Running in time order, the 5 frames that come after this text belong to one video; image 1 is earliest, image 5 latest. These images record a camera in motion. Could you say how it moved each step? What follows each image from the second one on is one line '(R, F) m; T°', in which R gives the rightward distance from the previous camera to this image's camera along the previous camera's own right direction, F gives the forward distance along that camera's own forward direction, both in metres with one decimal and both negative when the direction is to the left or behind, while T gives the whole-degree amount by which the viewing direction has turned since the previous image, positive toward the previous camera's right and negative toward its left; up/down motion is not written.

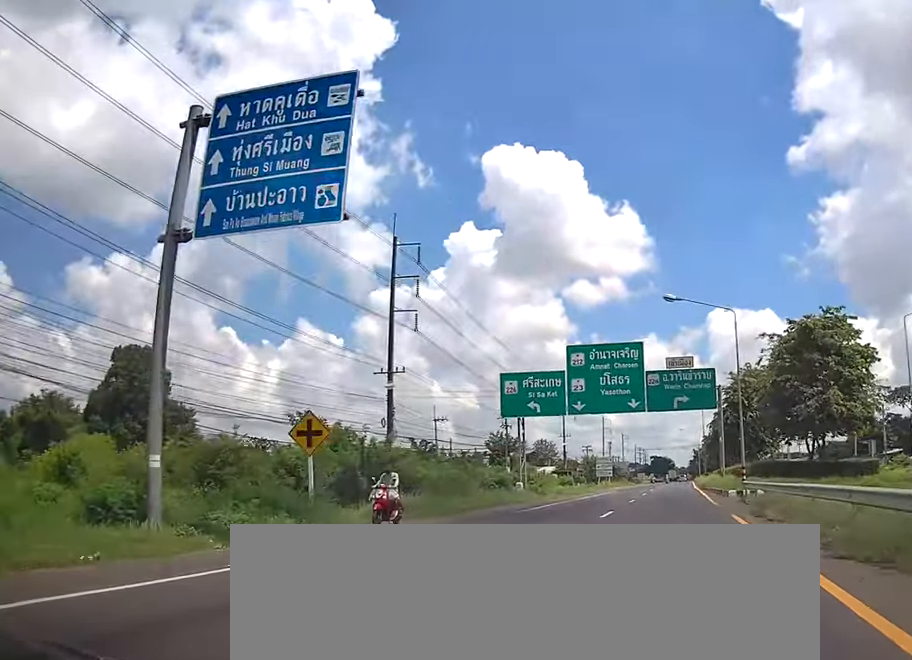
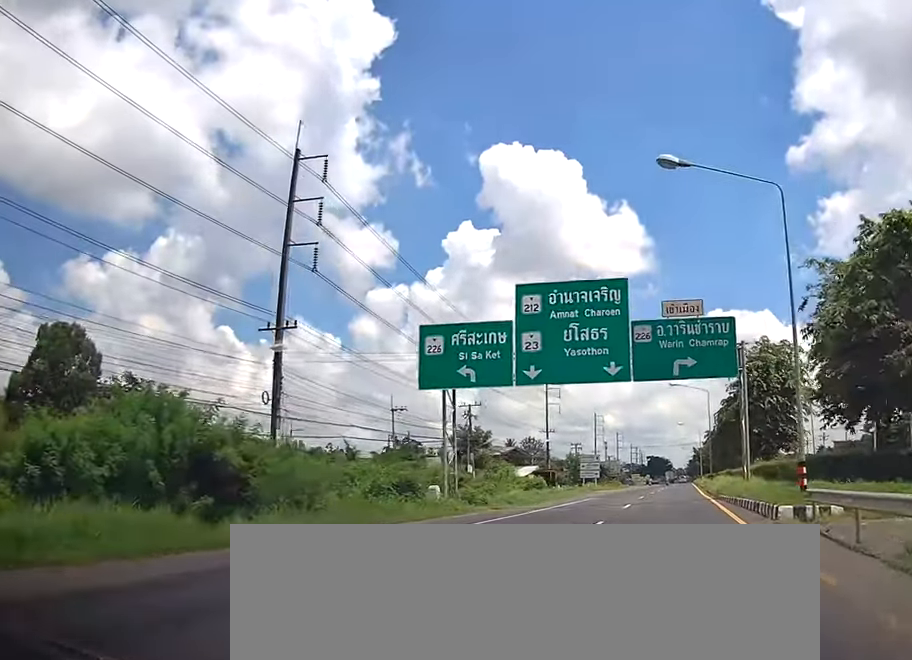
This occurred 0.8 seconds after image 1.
(-0.4, +15.5) m; 0°
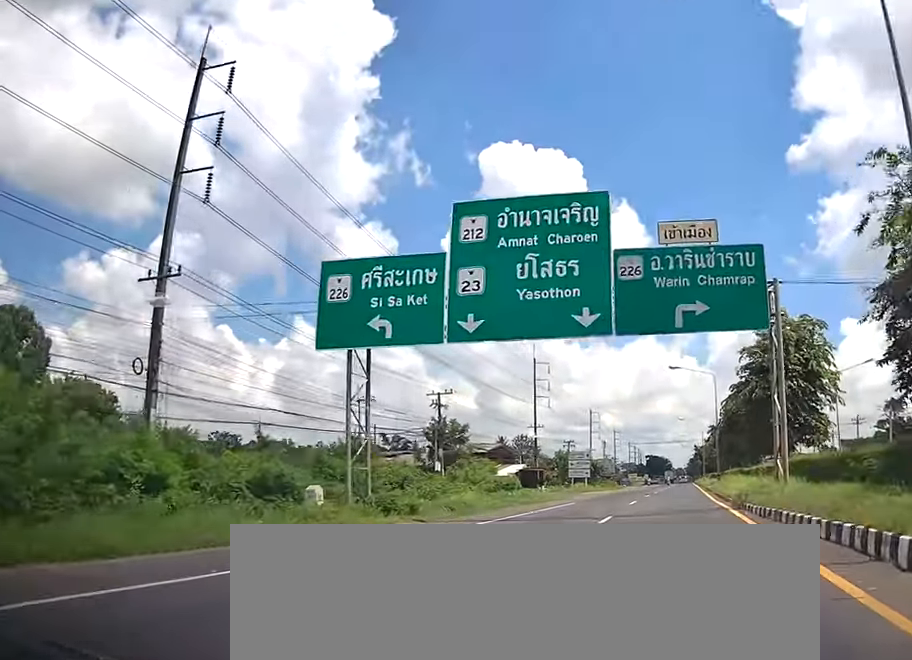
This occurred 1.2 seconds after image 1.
(+0.1, +9.9) m; 0°
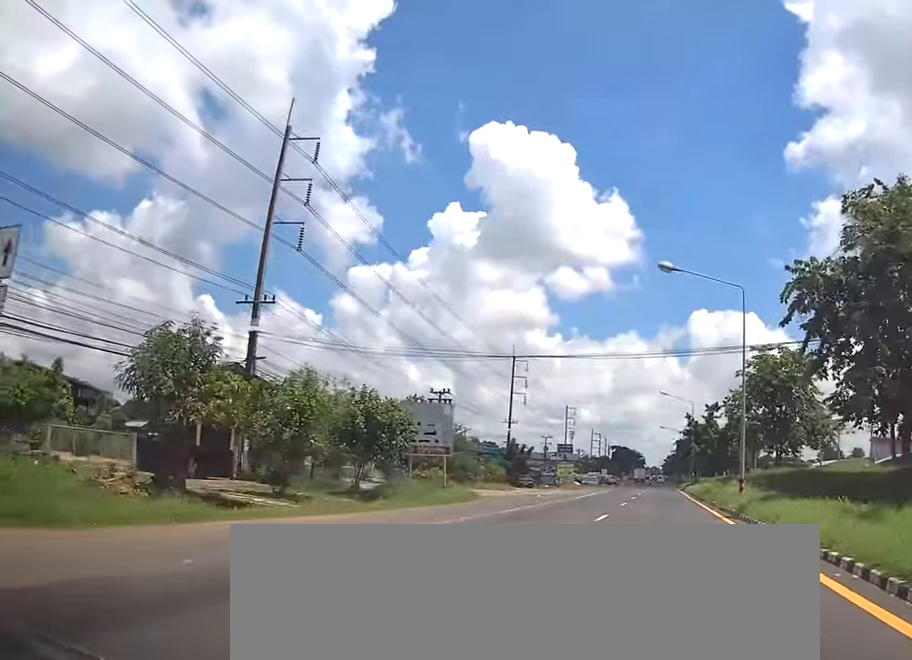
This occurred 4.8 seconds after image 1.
(+1.1, +70.8) m; +1°
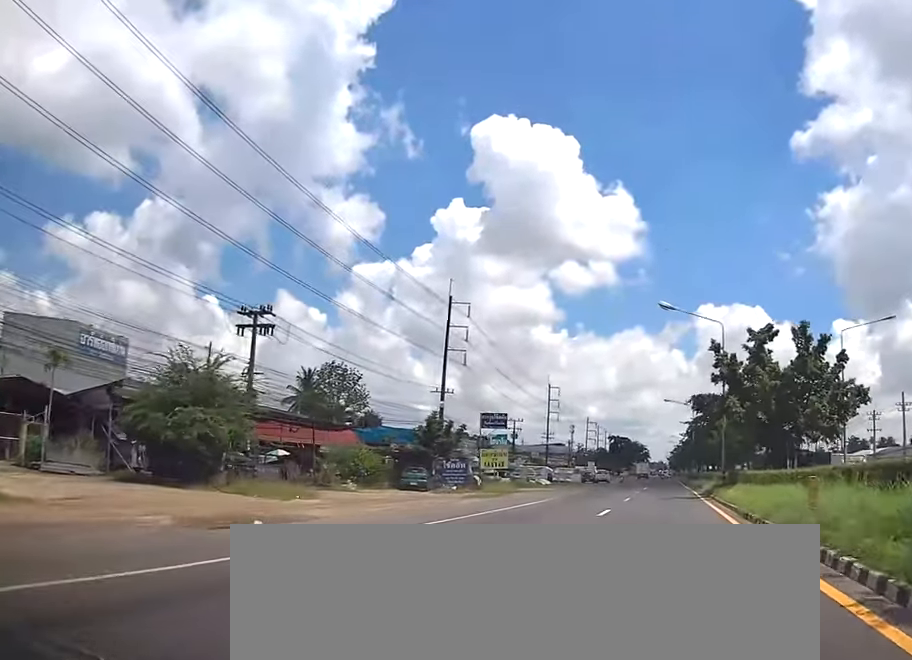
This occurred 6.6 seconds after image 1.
(+0.4, +35.0) m; +2°
